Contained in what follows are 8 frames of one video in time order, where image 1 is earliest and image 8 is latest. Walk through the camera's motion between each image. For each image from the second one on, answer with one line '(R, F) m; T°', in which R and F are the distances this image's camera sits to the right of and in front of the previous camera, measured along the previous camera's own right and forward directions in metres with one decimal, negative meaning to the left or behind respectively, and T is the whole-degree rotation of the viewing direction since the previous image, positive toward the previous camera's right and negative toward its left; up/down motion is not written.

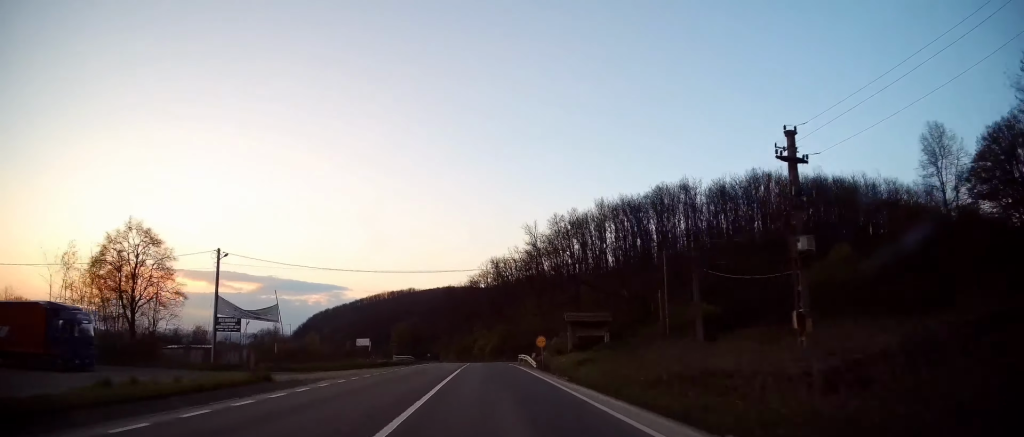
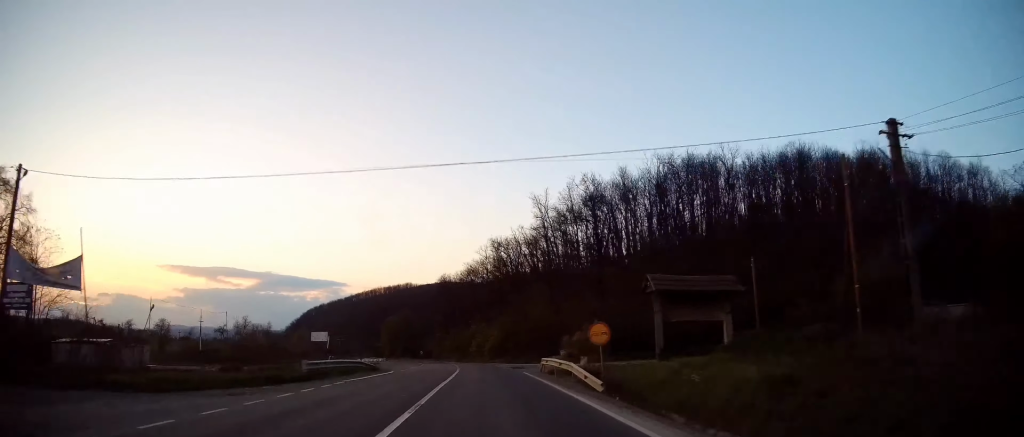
(+0.1, +19.7) m; 0°
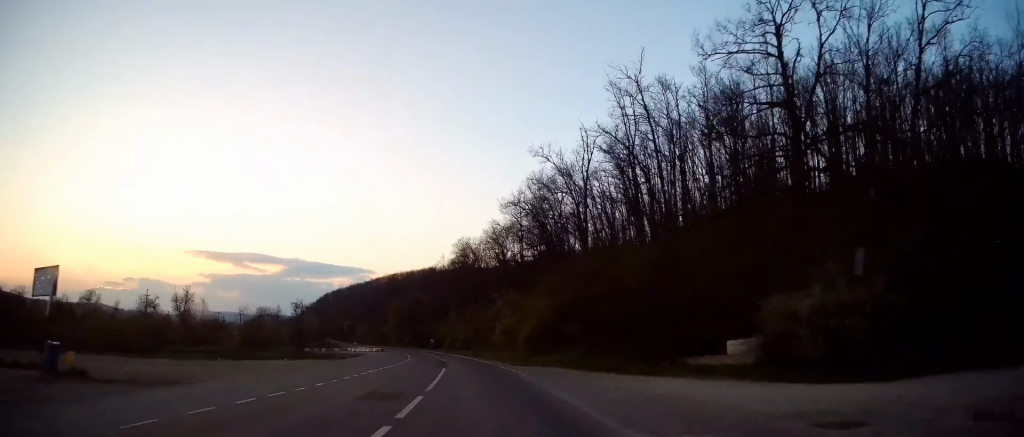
(0.0, +39.7) m; -1°
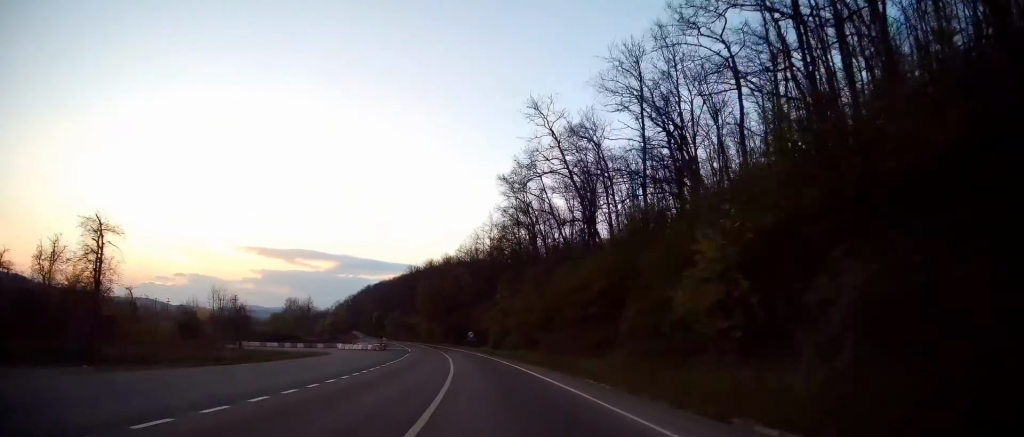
(-1.5, +46.4) m; -5°
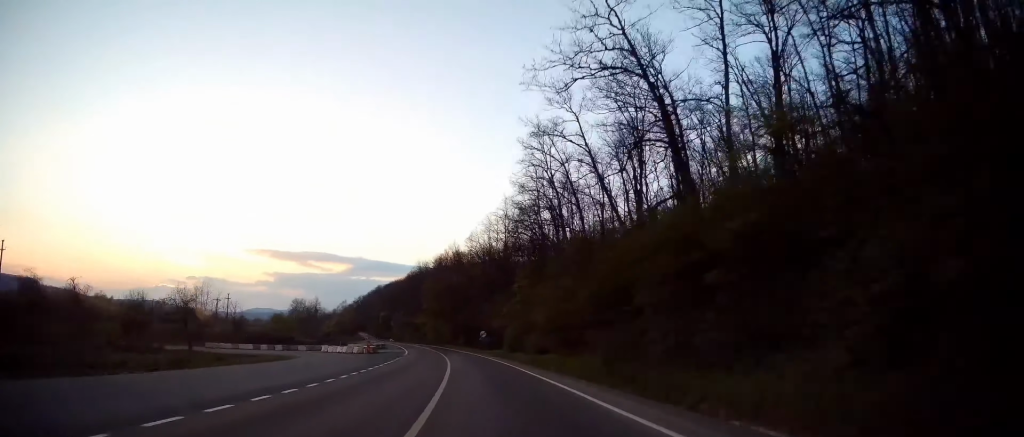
(-0.3, +13.7) m; -2°
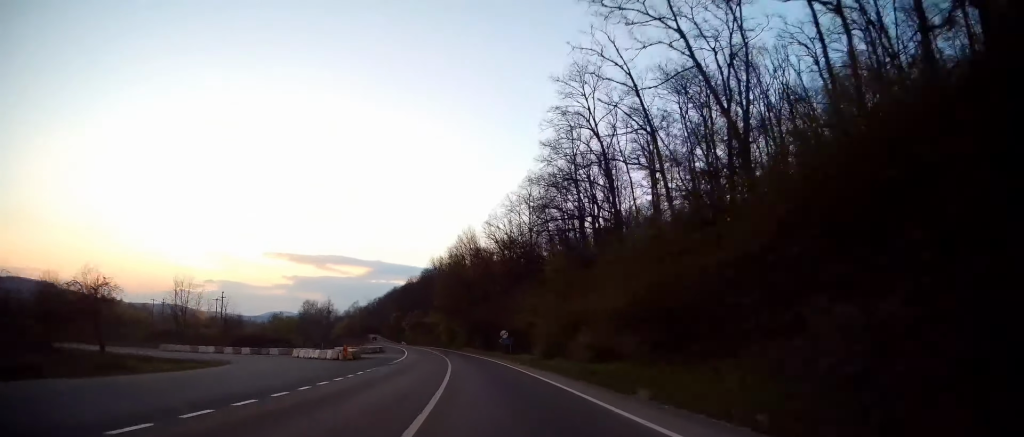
(+0.2, +14.6) m; -2°
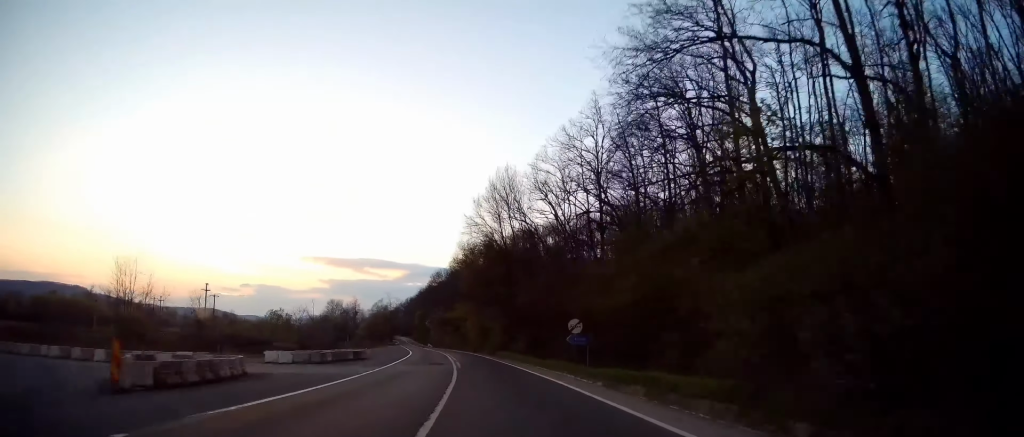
(-1.2, +26.7) m; -3°
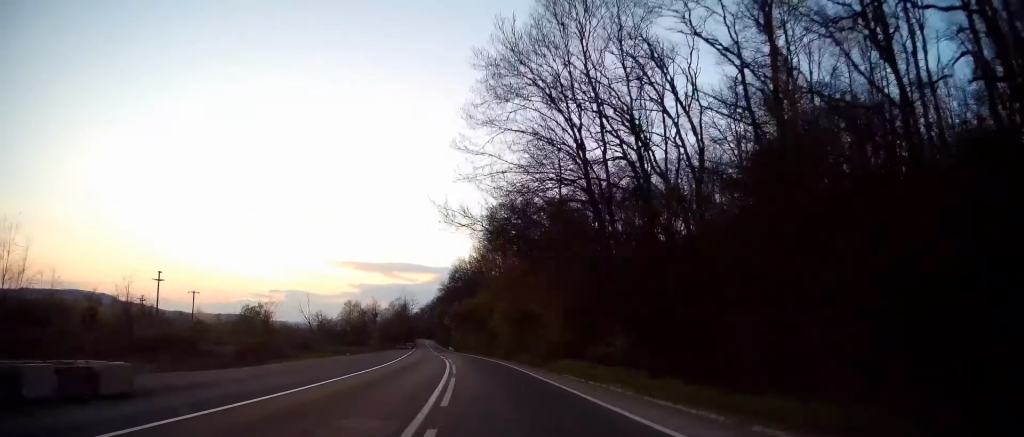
(-0.6, +29.2) m; -3°
